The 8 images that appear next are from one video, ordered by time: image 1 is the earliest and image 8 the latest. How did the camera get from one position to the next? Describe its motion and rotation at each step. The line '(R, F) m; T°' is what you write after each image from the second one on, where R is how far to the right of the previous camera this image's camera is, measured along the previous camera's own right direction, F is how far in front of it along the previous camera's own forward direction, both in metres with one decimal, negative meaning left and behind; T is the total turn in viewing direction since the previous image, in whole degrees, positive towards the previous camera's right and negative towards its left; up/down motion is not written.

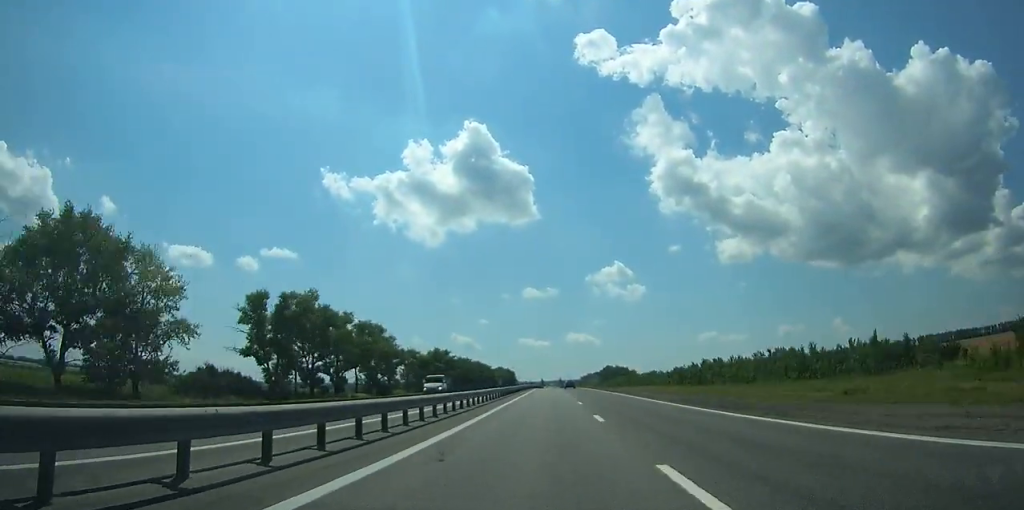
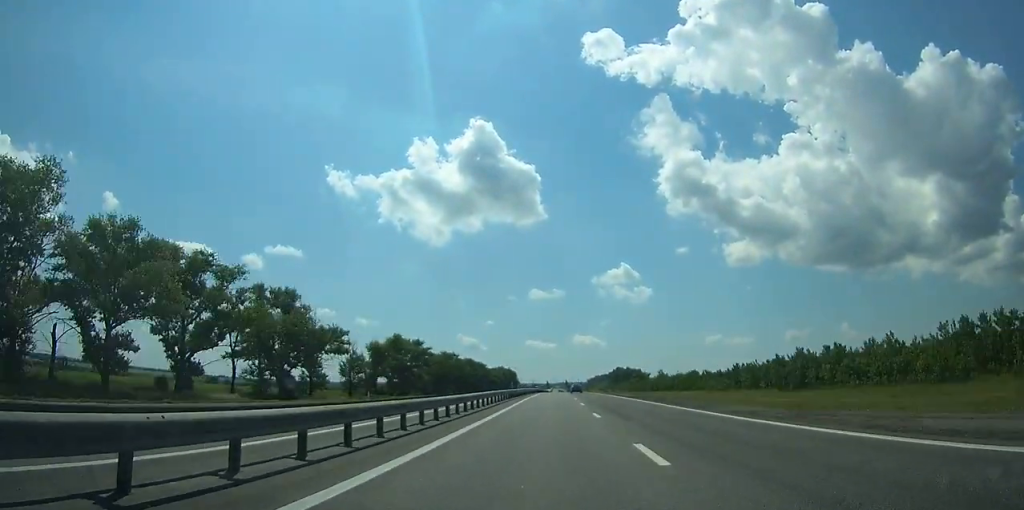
(-0.1, +43.8) m; 0°
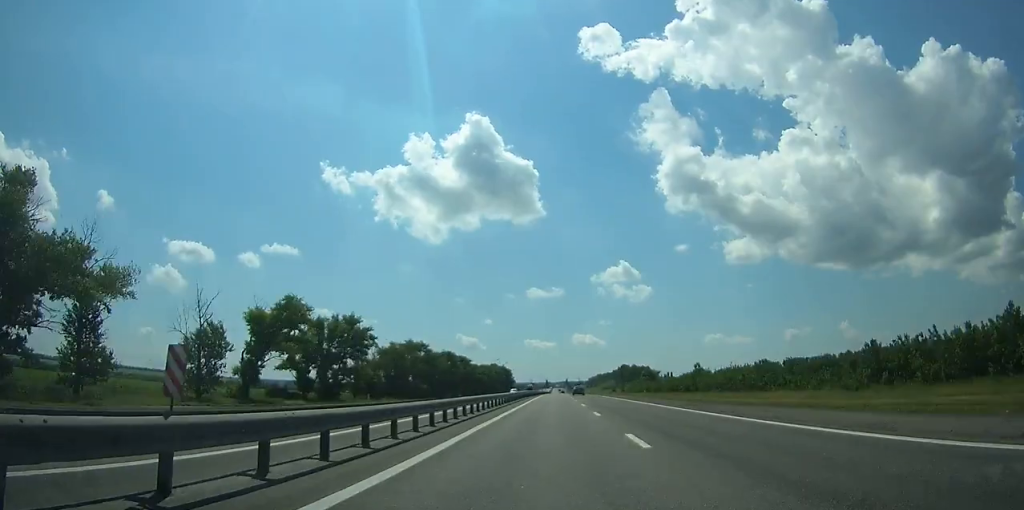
(-0.1, +43.8) m; 0°
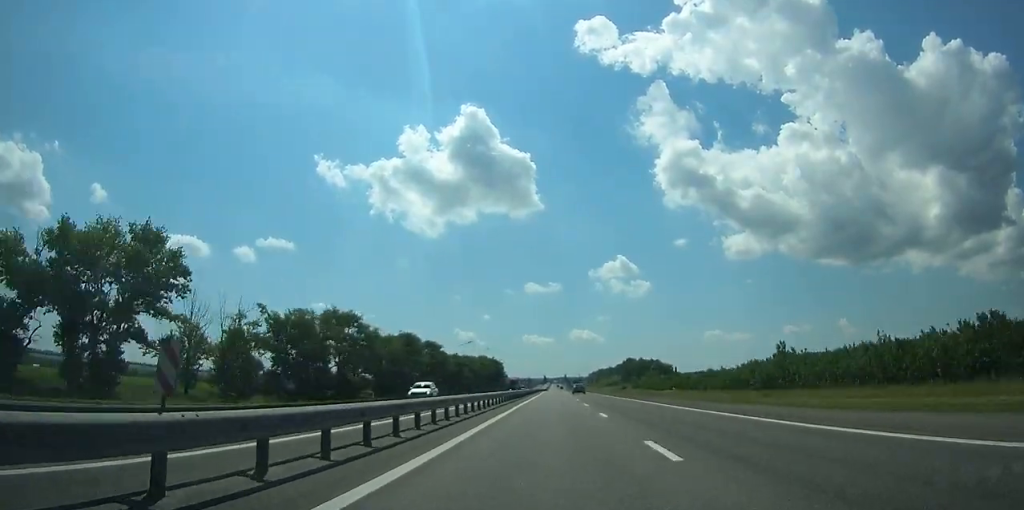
(+0.1, +51.6) m; 0°
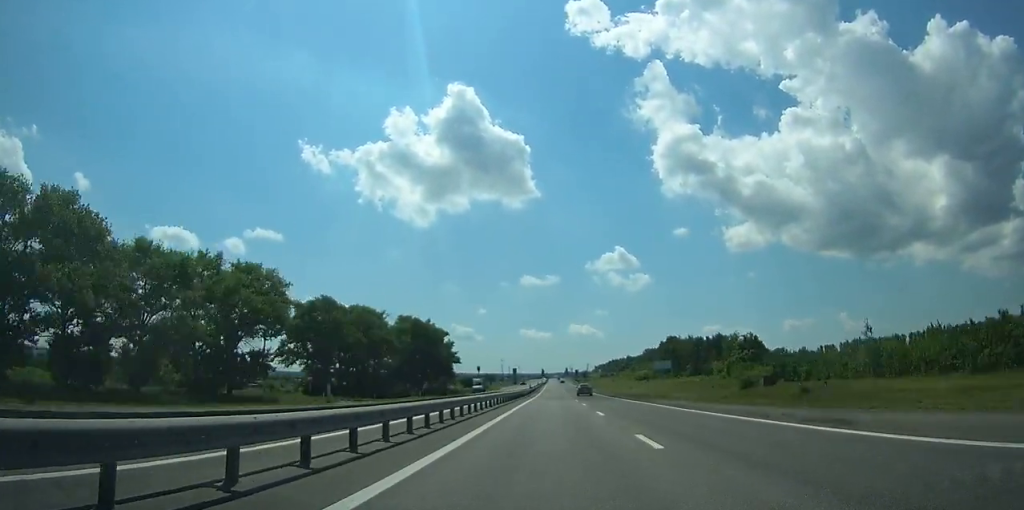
(+0.2, +169.8) m; 0°
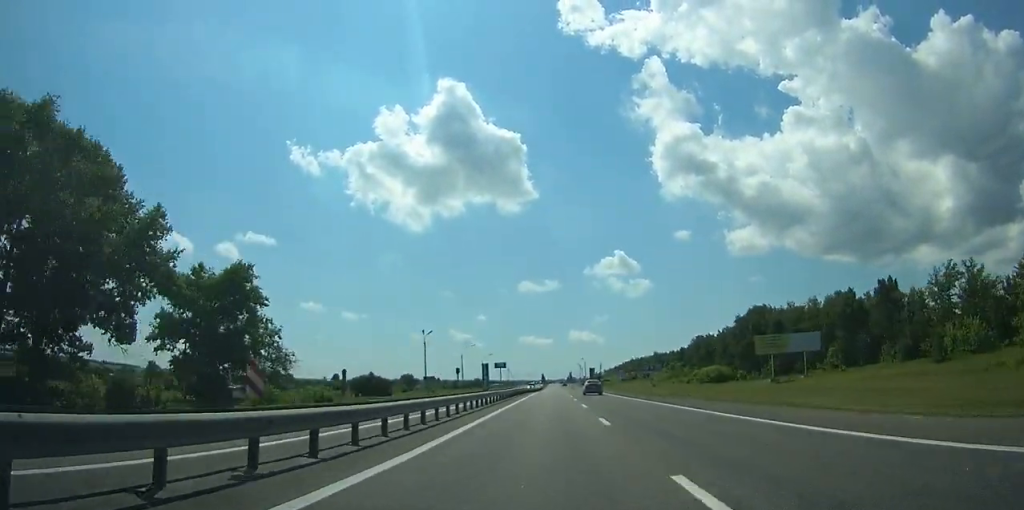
(-0.1, +121.7) m; 0°
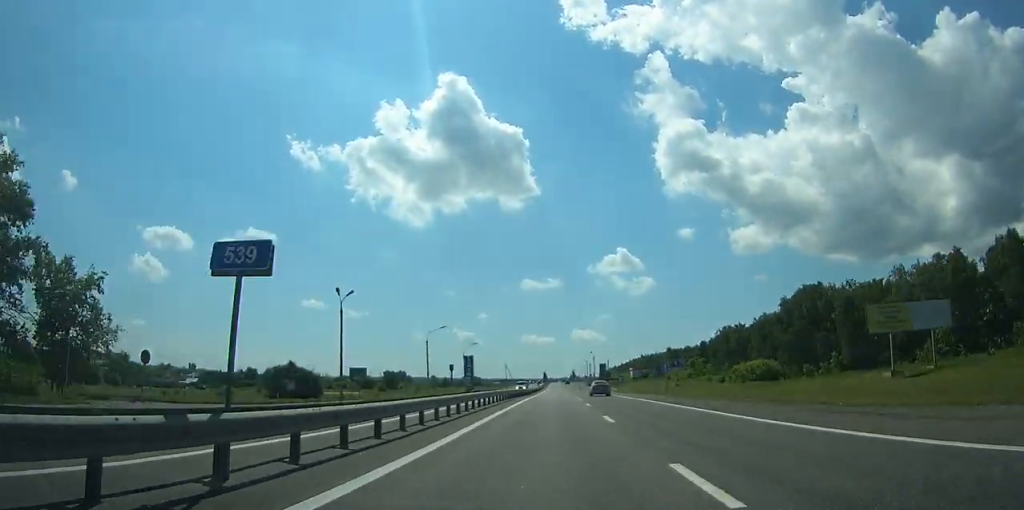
(0.0, +32.5) m; 0°
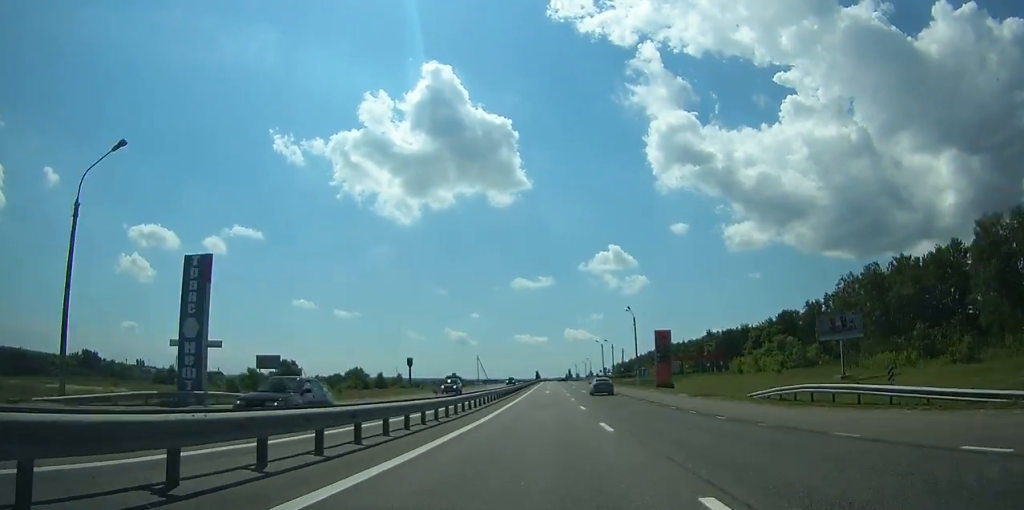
(+0.1, +98.8) m; 0°
